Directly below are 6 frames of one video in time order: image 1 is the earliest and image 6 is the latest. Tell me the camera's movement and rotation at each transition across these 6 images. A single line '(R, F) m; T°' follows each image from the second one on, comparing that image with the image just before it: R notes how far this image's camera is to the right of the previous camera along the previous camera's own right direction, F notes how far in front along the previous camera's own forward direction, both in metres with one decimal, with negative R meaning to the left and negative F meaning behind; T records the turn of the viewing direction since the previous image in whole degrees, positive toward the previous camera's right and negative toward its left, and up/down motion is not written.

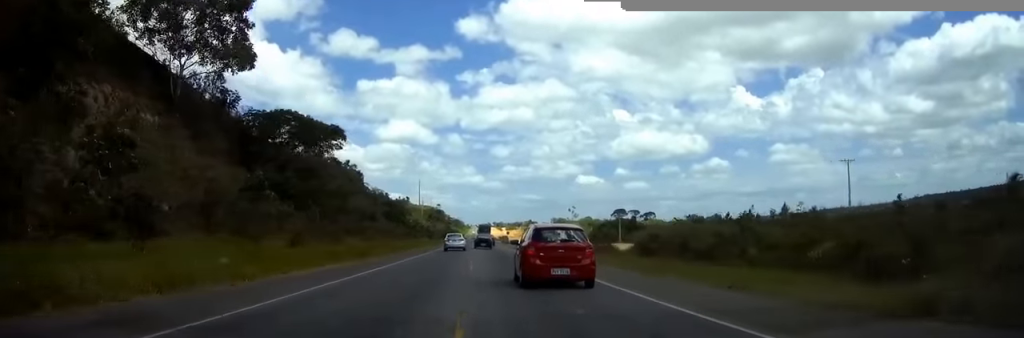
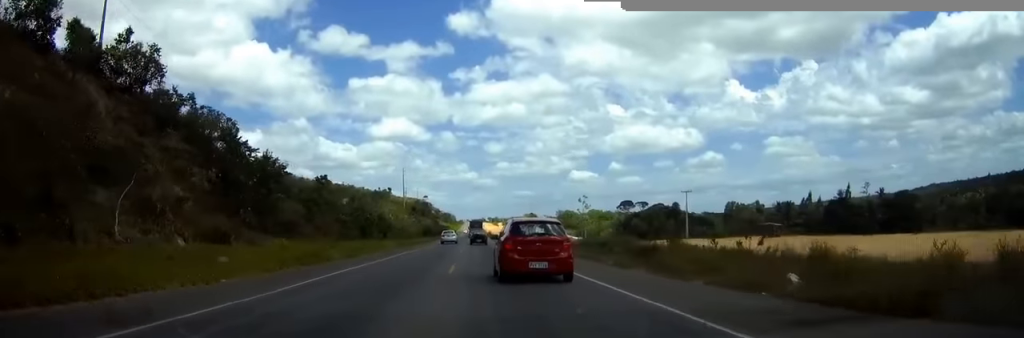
(+0.1, +72.4) m; 0°
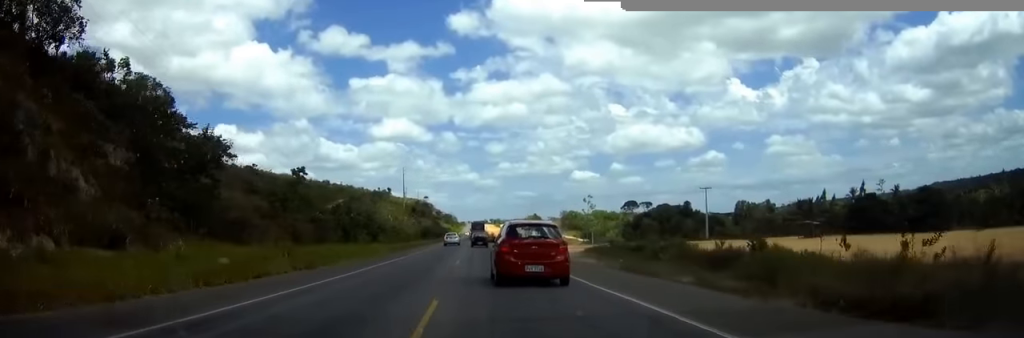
(-0.1, +10.9) m; 0°
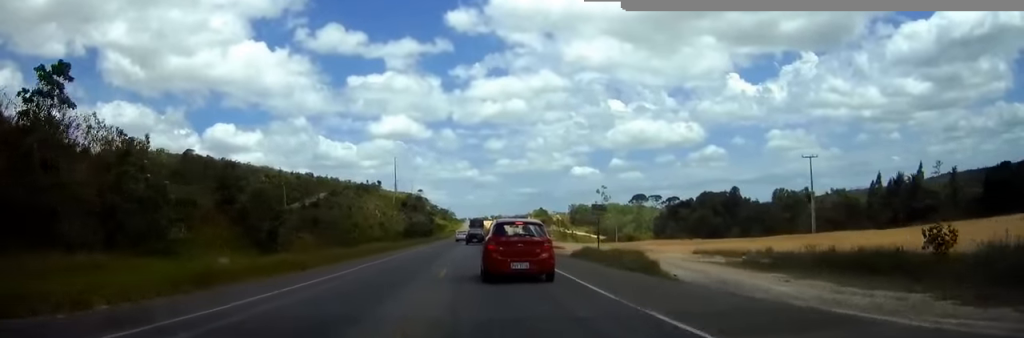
(+0.2, +42.2) m; 0°
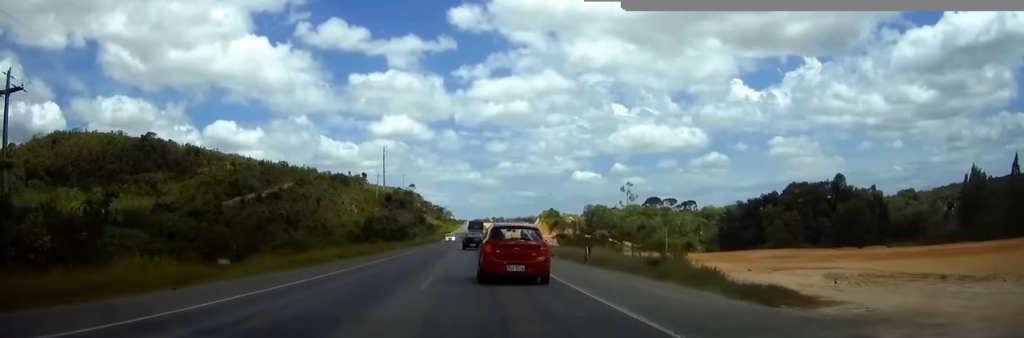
(0.0, +55.6) m; 0°
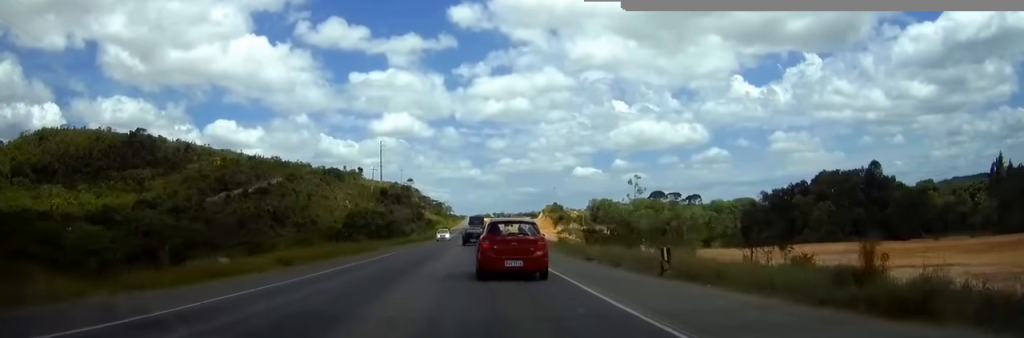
(0.0, +12.9) m; 0°
